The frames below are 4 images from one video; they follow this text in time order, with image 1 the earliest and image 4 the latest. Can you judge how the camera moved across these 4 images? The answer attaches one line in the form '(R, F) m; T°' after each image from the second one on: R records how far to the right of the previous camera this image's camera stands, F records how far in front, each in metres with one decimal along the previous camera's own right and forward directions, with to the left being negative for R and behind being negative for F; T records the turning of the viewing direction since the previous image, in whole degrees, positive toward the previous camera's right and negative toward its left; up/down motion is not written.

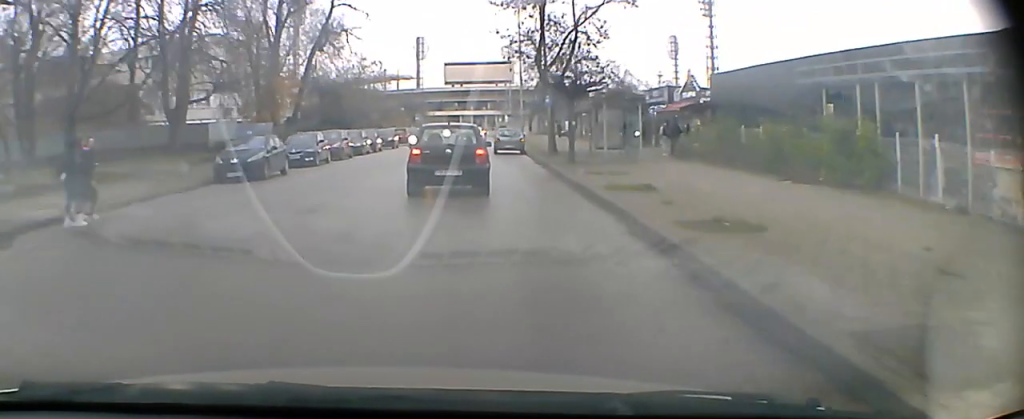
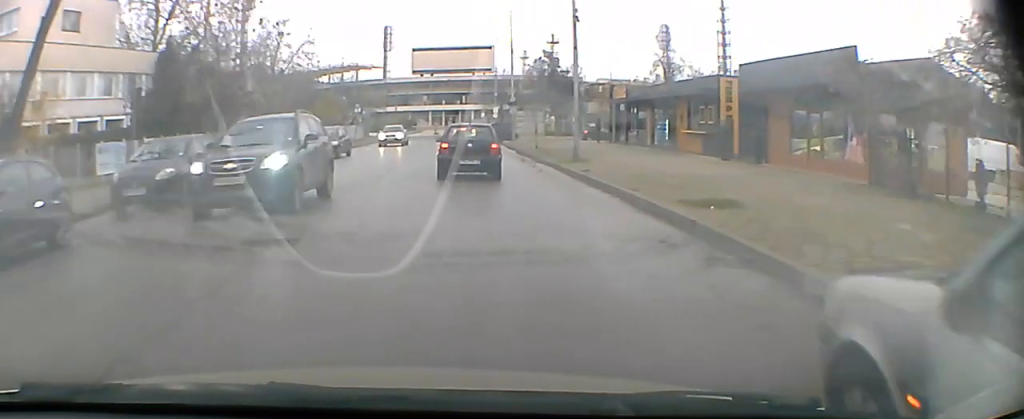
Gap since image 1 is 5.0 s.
(+1.8, +39.2) m; +4°
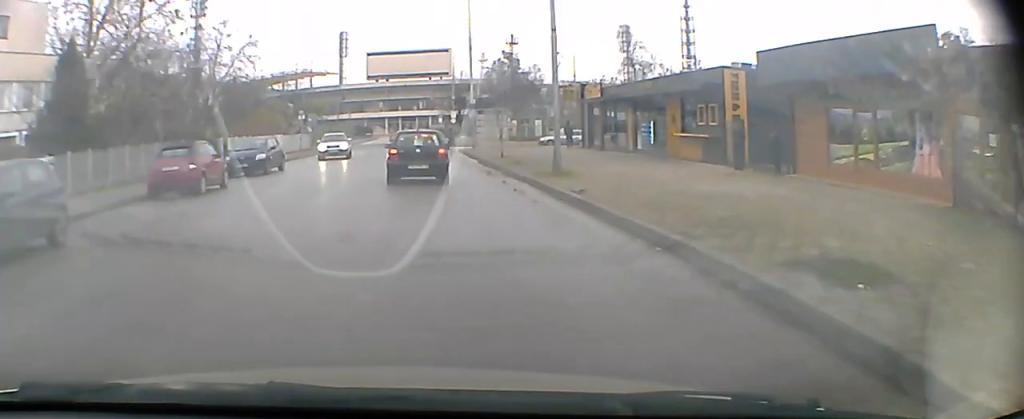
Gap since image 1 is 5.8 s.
(0.0, +6.0) m; 0°
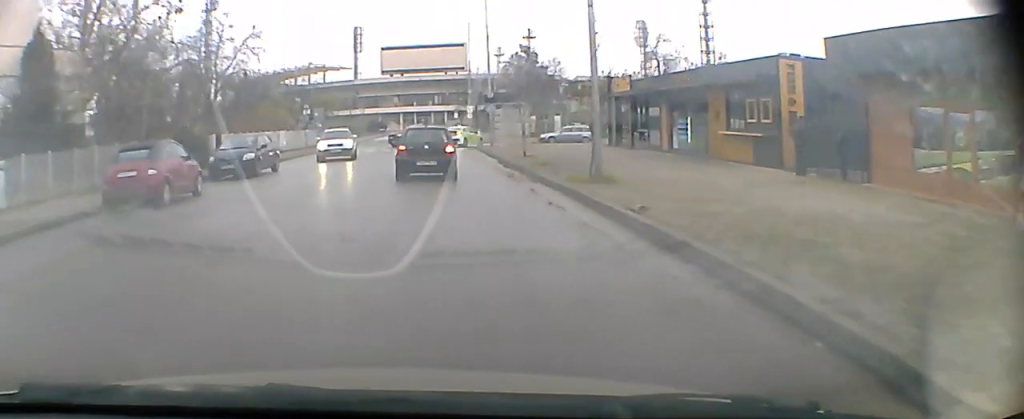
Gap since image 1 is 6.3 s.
(0.0, +3.8) m; 0°
